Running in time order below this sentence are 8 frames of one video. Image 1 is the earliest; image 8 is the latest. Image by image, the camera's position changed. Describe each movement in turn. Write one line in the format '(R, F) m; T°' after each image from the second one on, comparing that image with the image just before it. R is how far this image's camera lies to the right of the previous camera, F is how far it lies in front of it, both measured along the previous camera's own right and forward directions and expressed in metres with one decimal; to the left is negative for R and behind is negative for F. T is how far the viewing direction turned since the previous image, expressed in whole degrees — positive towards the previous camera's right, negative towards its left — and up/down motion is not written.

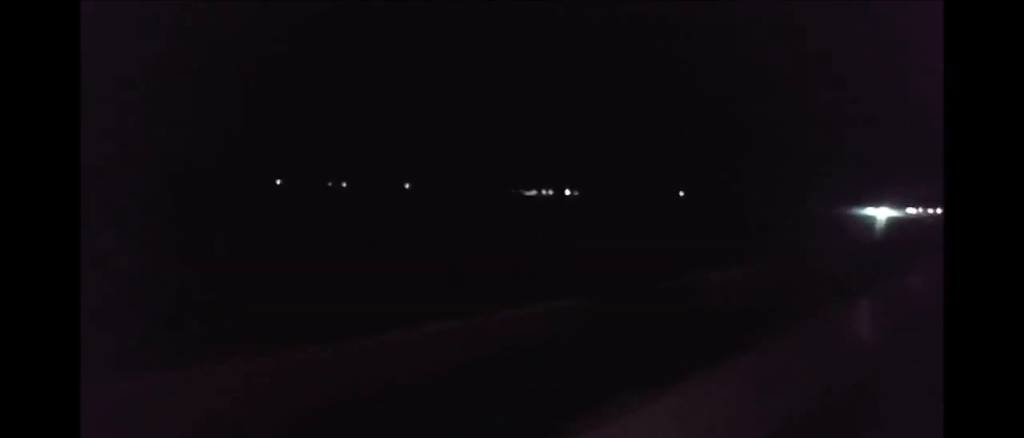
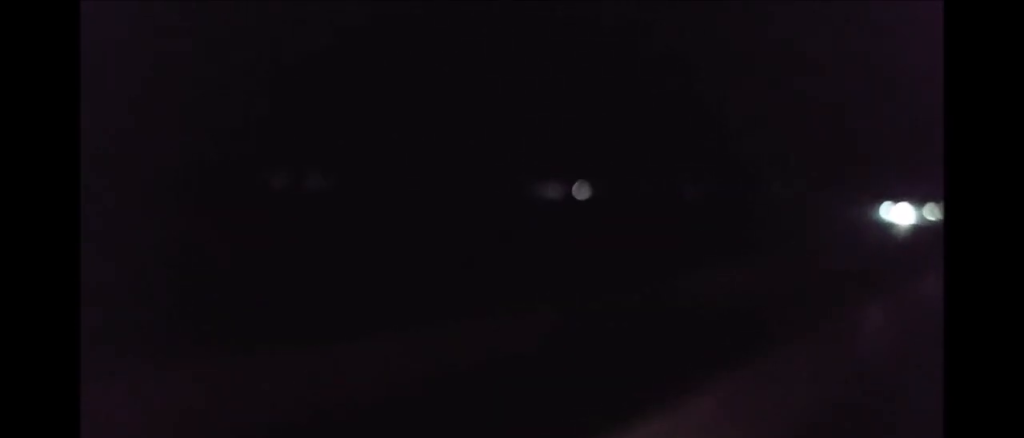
(-0.4, +30.7) m; -1°
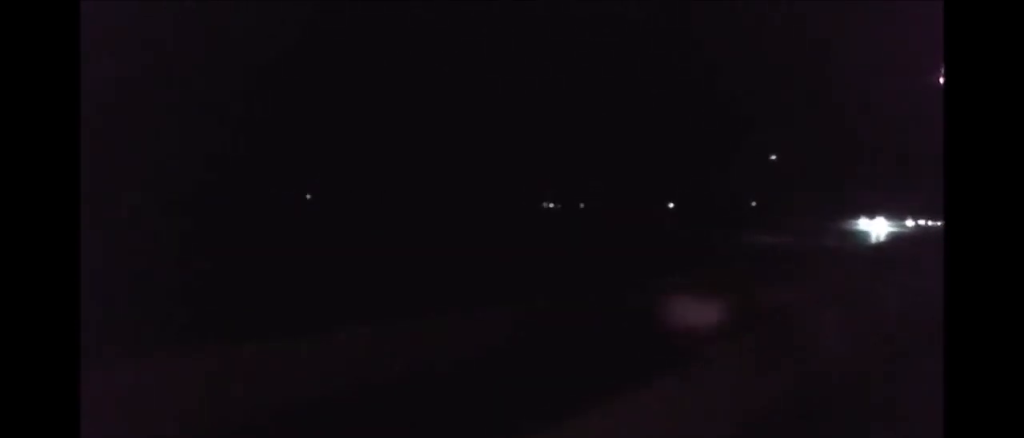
(-0.8, +44.1) m; -1°
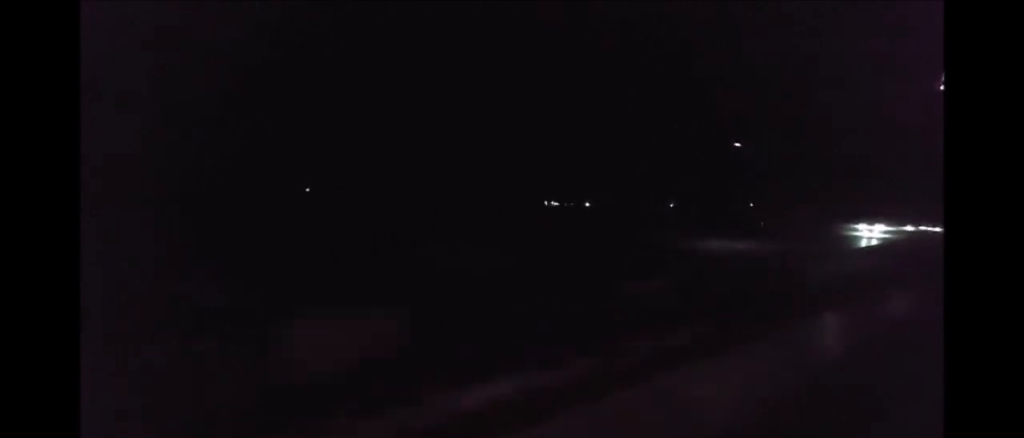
(0.0, +18.7) m; -1°
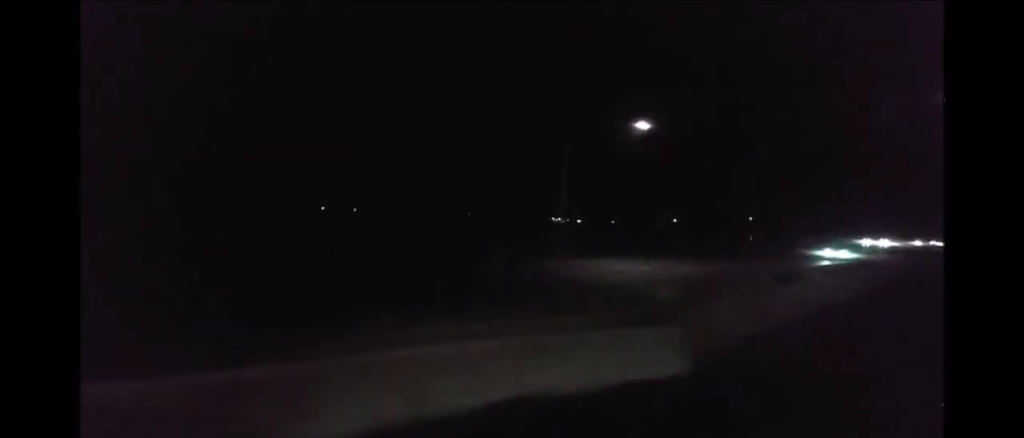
(-0.1, +27.6) m; -1°
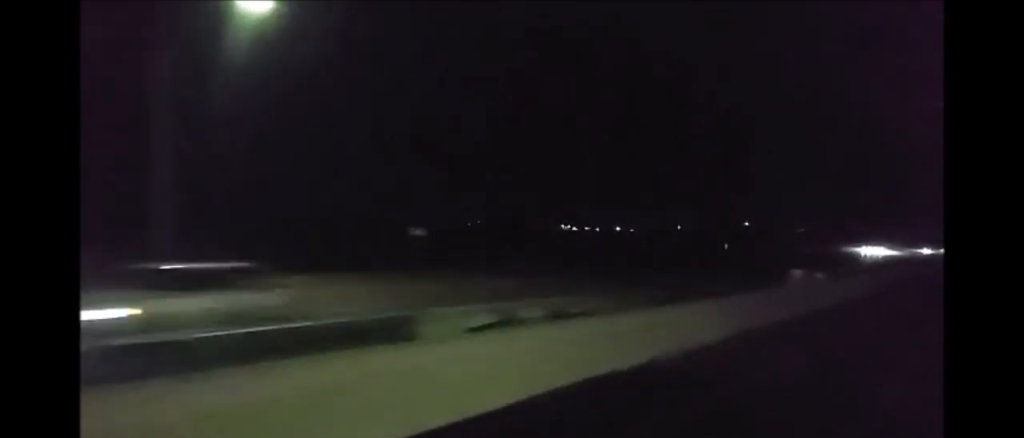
(-0.6, +37.5) m; -1°
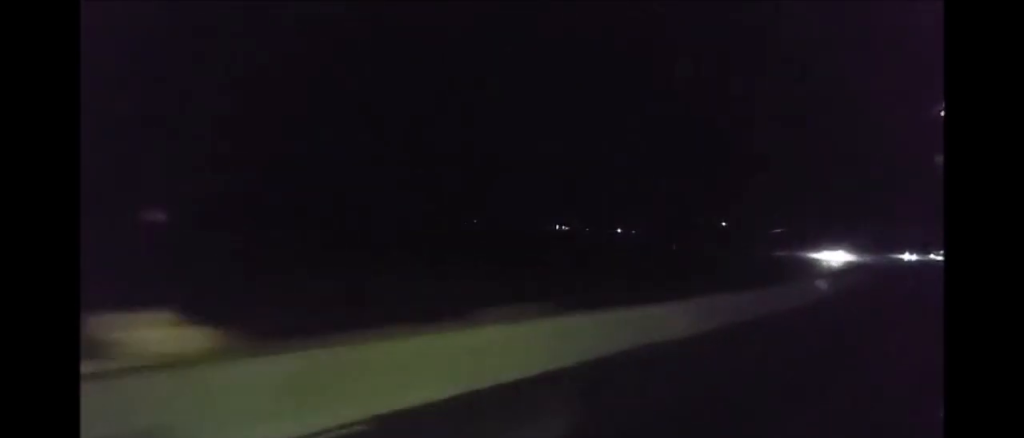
(-0.1, +29.7) m; -1°
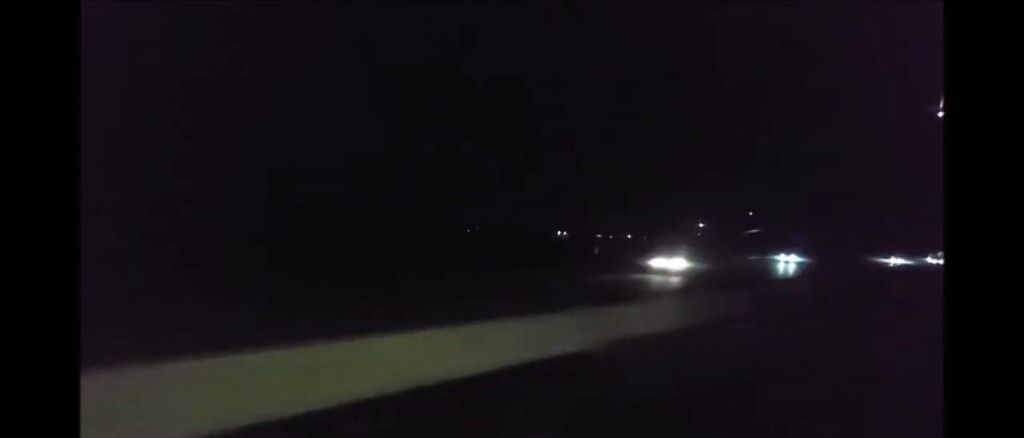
(-0.5, +36.0) m; -1°
